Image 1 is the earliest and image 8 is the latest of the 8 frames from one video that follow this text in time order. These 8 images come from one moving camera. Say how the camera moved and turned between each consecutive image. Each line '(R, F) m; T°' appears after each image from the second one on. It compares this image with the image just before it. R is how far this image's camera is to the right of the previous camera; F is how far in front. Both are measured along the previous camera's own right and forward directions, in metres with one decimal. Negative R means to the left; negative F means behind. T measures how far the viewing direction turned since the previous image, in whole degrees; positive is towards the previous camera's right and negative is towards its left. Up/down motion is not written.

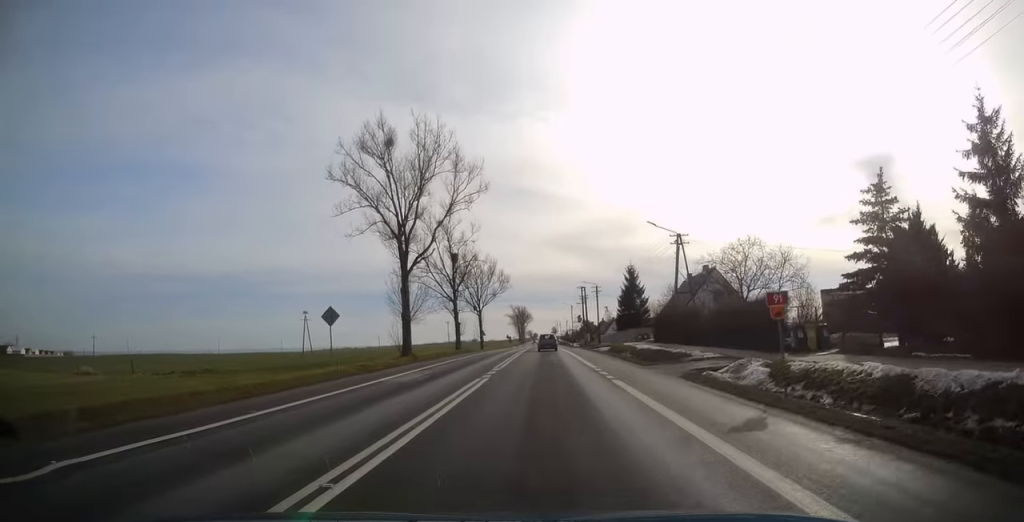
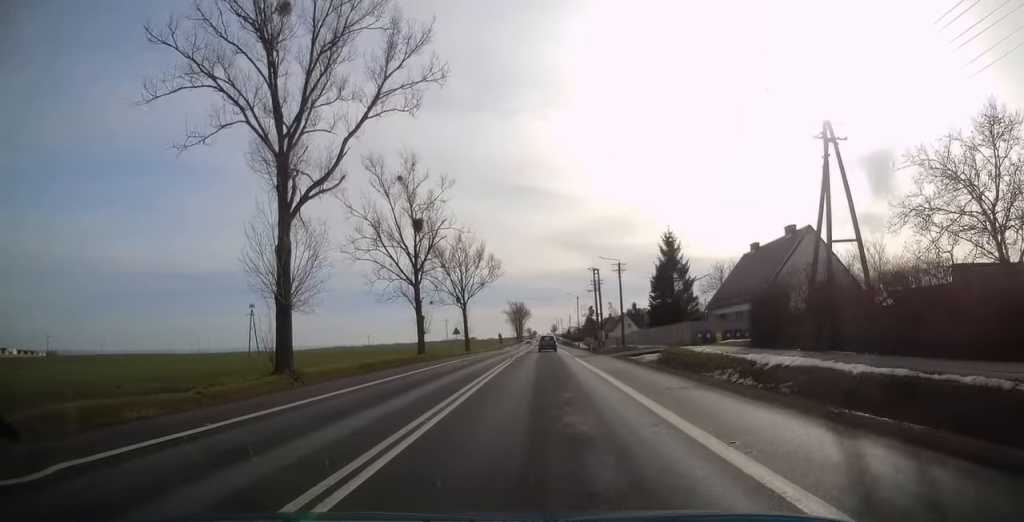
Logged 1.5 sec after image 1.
(-0.2, +25.3) m; -1°
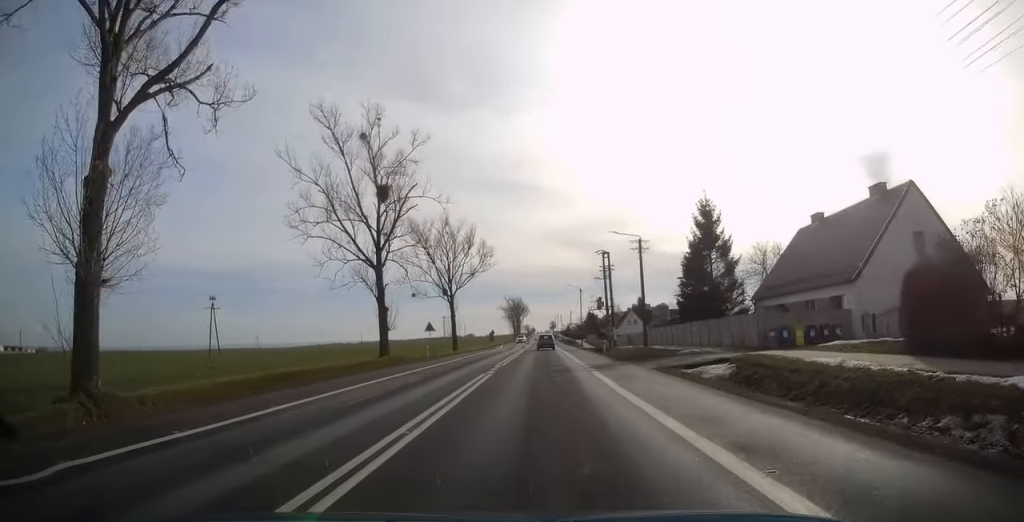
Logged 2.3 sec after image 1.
(0.0, +13.4) m; 0°
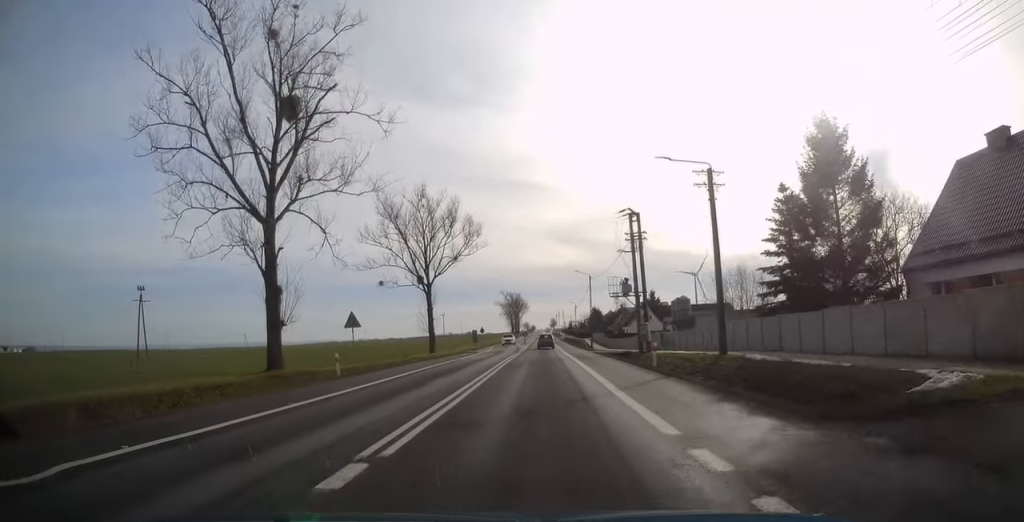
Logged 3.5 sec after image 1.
(+0.2, +19.3) m; 0°
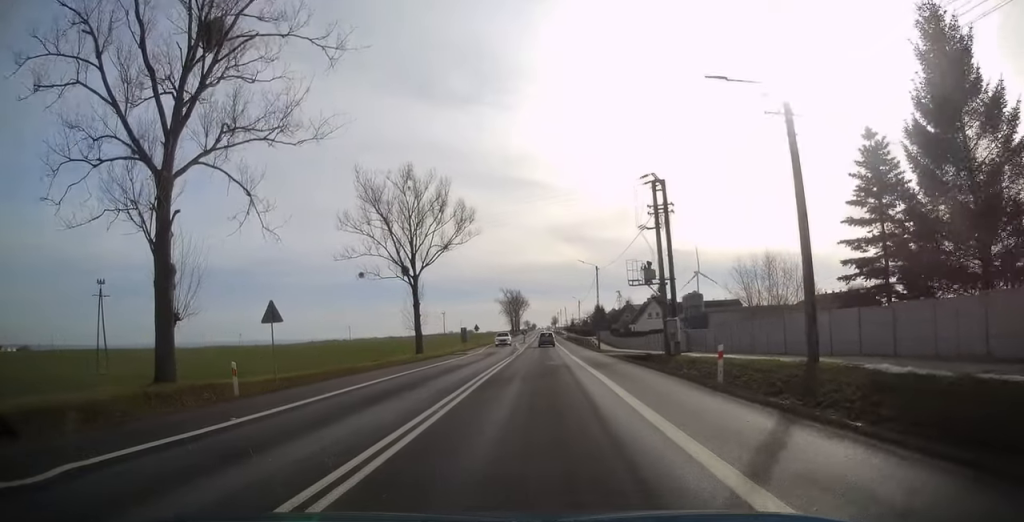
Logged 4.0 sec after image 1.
(0.0, +8.7) m; 0°
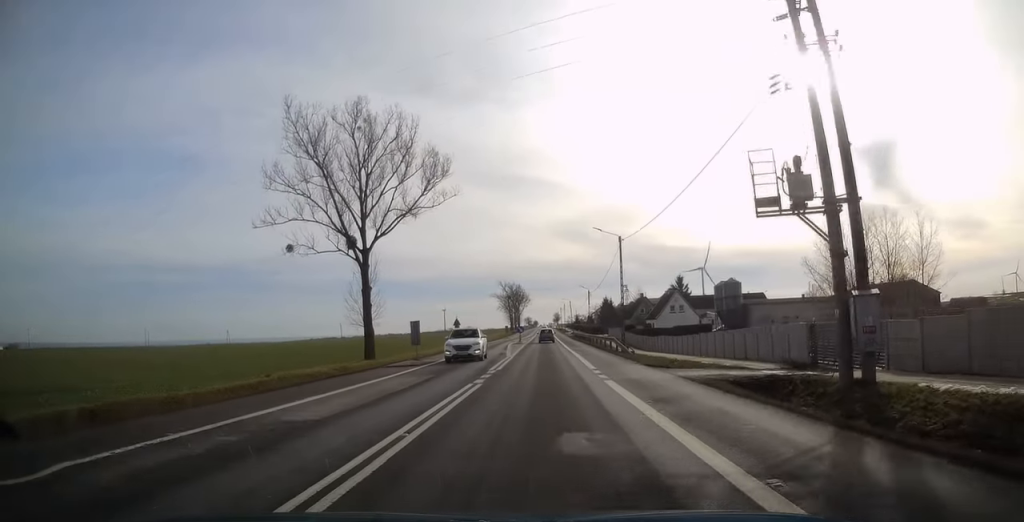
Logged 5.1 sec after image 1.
(0.0, +19.8) m; 0°
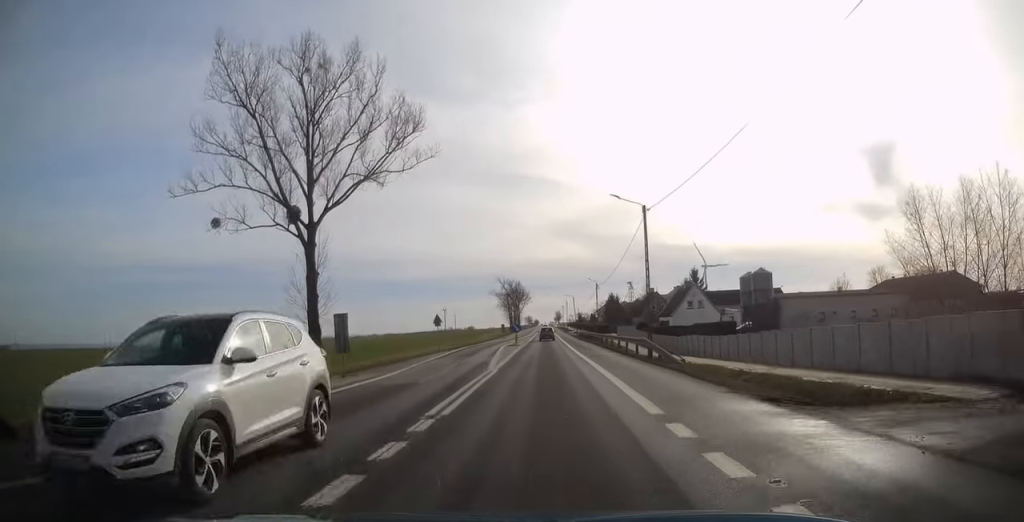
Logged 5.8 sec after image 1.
(0.0, +11.7) m; 0°
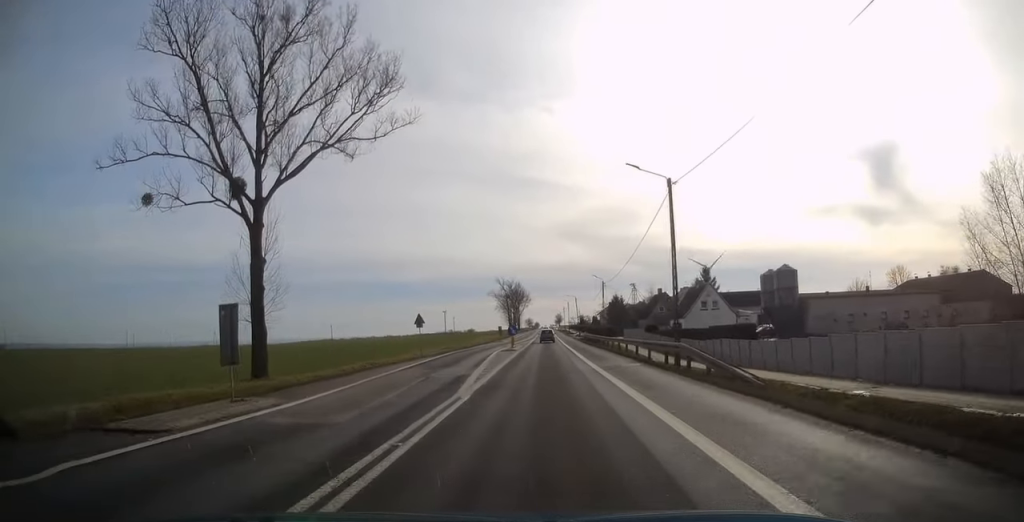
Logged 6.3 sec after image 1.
(0.0, +7.5) m; 0°
